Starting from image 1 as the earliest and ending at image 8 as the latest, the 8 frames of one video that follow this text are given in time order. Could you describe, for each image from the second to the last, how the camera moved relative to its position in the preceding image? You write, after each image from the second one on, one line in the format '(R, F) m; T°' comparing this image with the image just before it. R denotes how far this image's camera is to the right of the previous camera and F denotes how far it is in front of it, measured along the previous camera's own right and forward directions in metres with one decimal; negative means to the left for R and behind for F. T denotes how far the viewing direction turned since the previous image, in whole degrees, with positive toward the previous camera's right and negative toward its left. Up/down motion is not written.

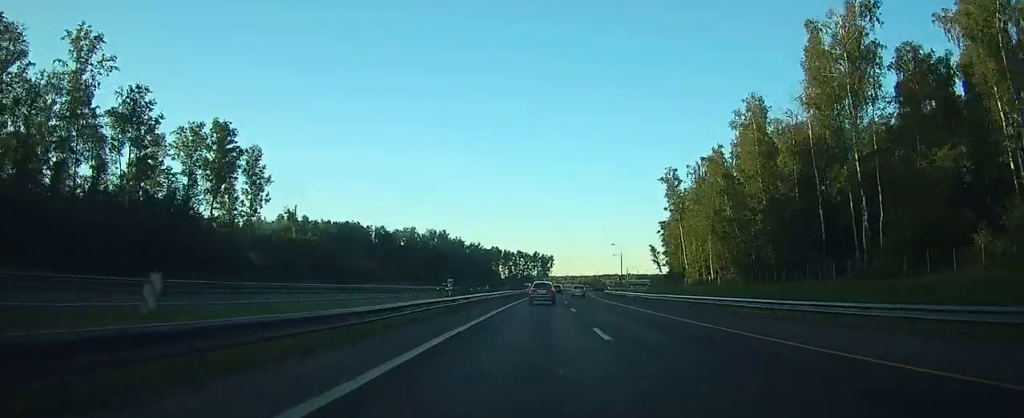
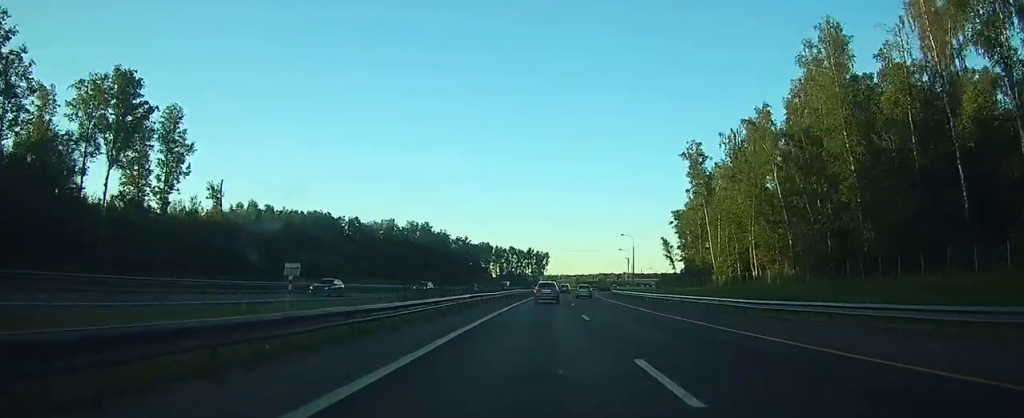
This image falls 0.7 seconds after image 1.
(0.0, +23.6) m; 0°
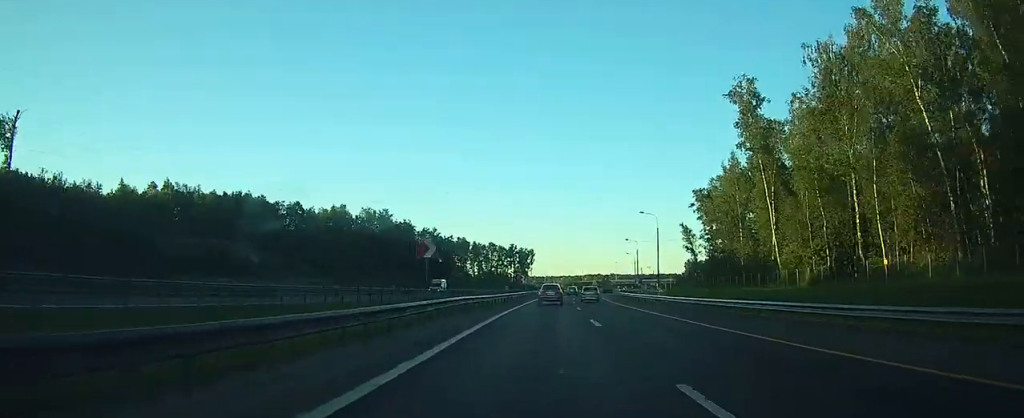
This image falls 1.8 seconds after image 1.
(+0.2, +34.4) m; +1°
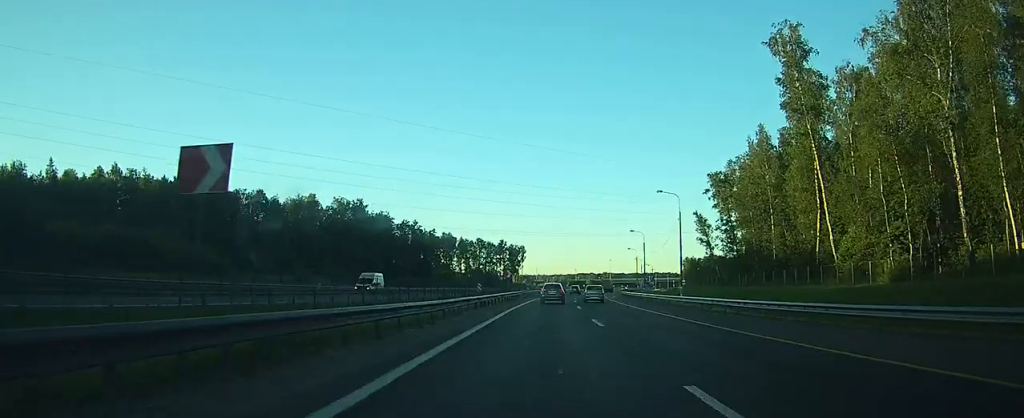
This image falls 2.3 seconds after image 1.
(0.0, +16.1) m; +1°
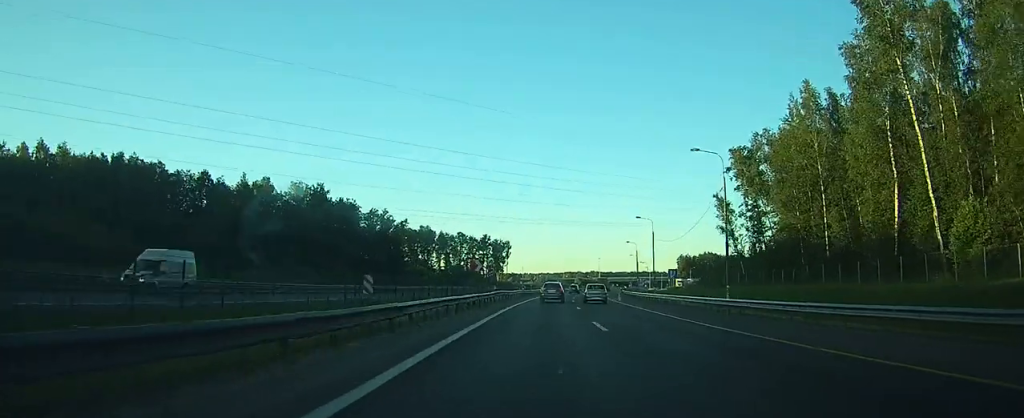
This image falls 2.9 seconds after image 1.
(+0.1, +18.2) m; +1°
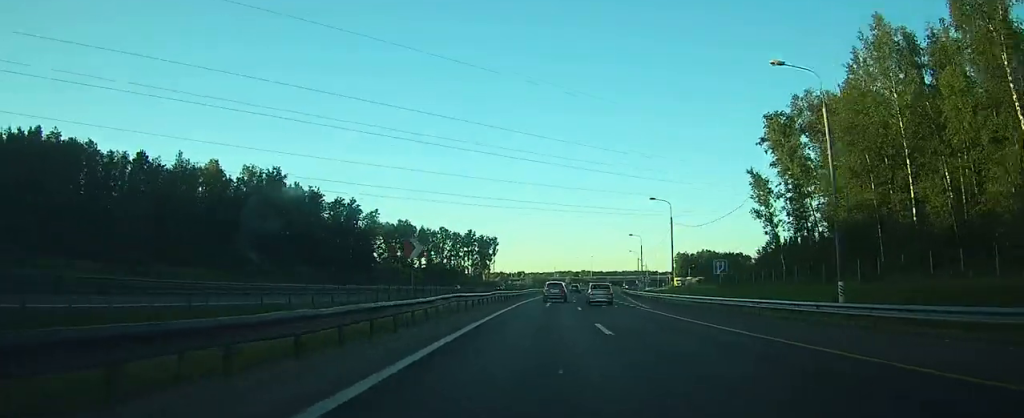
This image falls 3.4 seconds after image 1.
(+0.1, +17.2) m; +1°
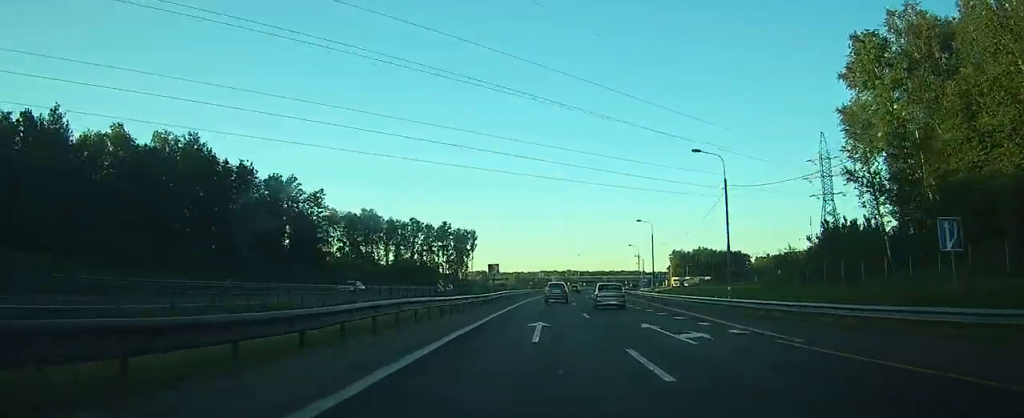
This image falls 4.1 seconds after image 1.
(+0.2, +23.6) m; +1°
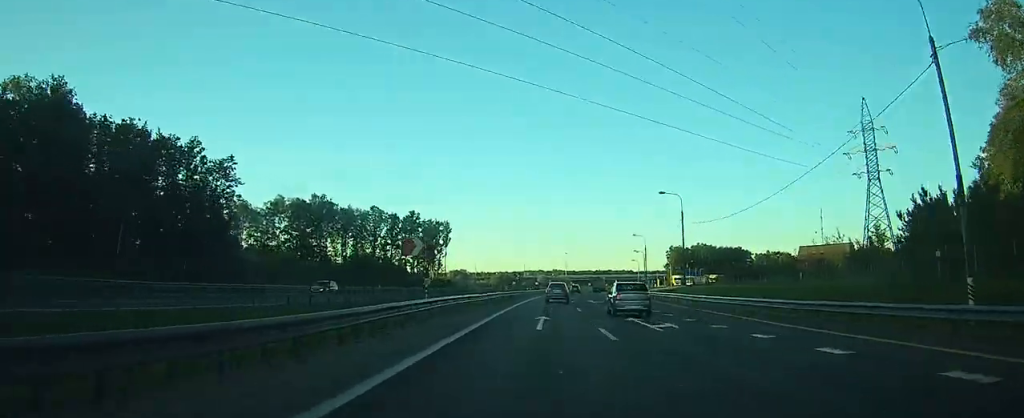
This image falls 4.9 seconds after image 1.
(+0.3, +25.8) m; +2°
